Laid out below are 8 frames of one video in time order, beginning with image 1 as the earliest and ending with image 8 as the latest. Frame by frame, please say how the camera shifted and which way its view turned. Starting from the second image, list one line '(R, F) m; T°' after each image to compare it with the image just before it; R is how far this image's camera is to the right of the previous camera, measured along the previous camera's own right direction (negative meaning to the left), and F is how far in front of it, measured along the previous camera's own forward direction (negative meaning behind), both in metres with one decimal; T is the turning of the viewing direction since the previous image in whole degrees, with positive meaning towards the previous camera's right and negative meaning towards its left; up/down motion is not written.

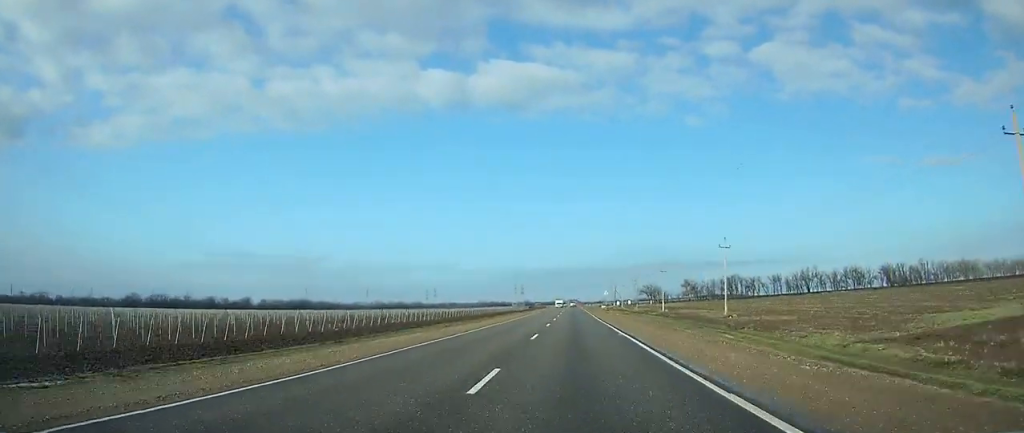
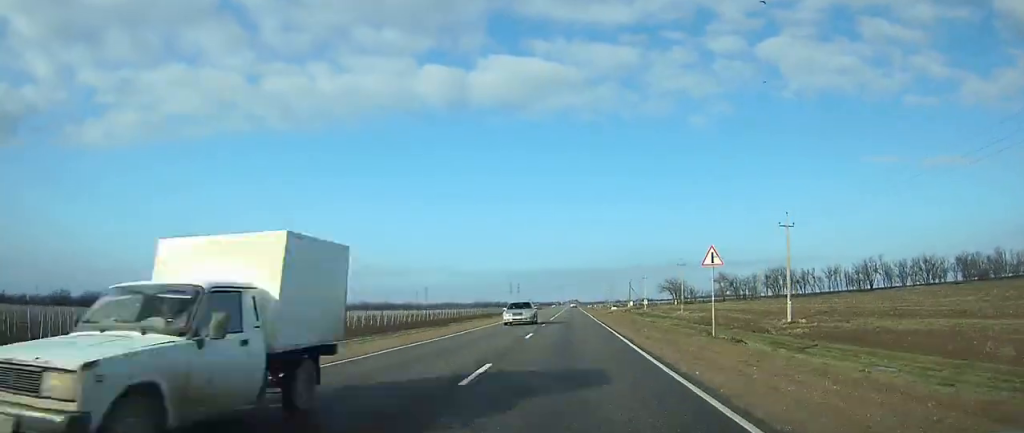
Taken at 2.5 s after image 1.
(-0.1, +71.4) m; 0°
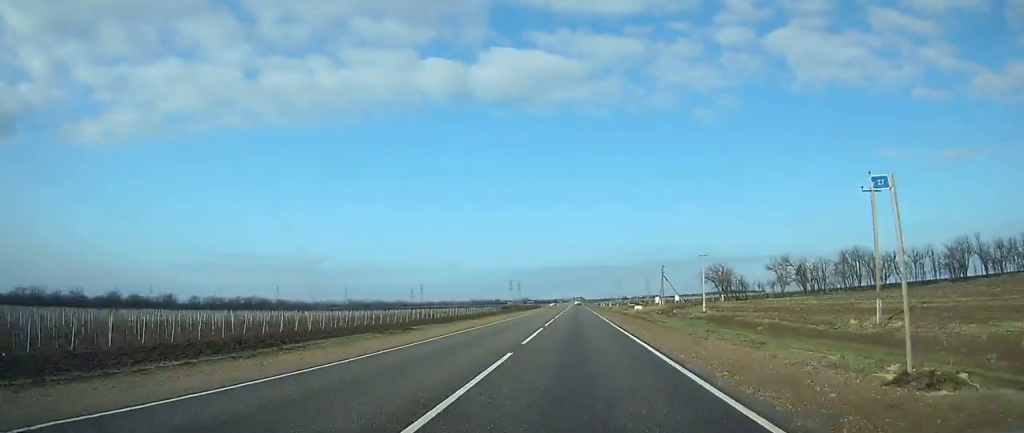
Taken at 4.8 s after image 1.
(-0.2, +63.9) m; 0°
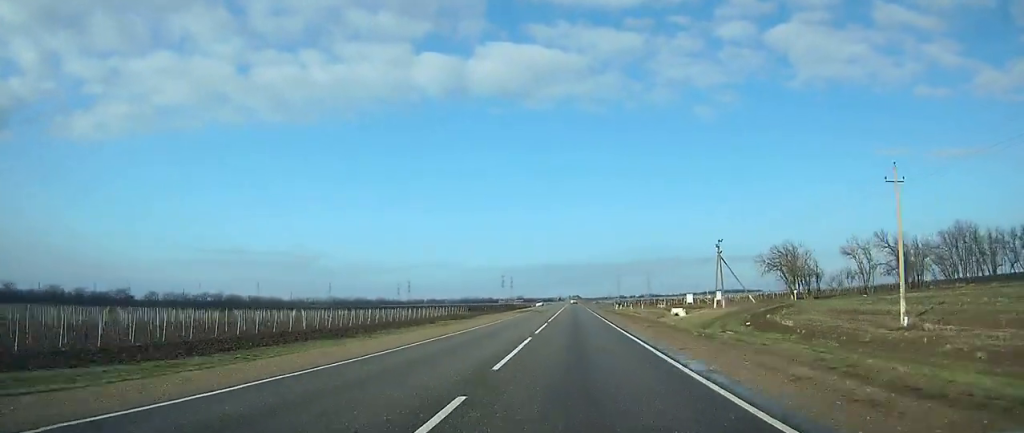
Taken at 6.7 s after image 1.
(+0.1, +54.4) m; 0°
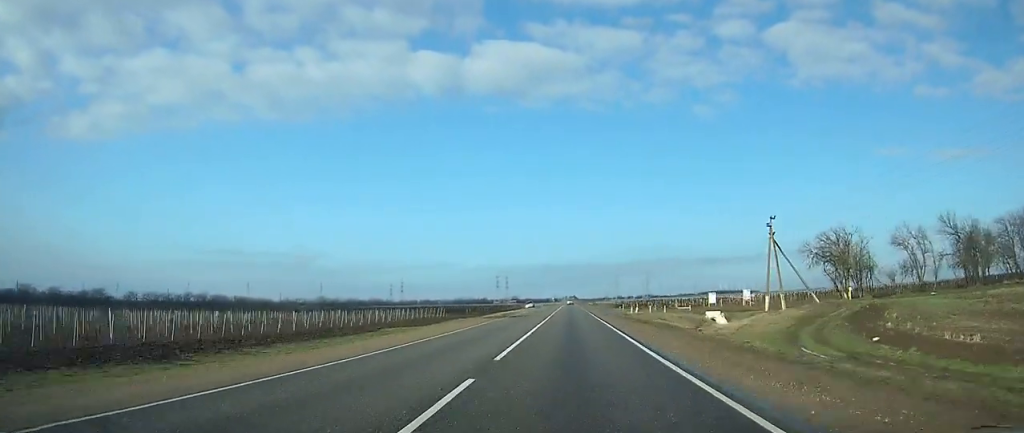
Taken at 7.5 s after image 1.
(+0.1, +22.5) m; 0°
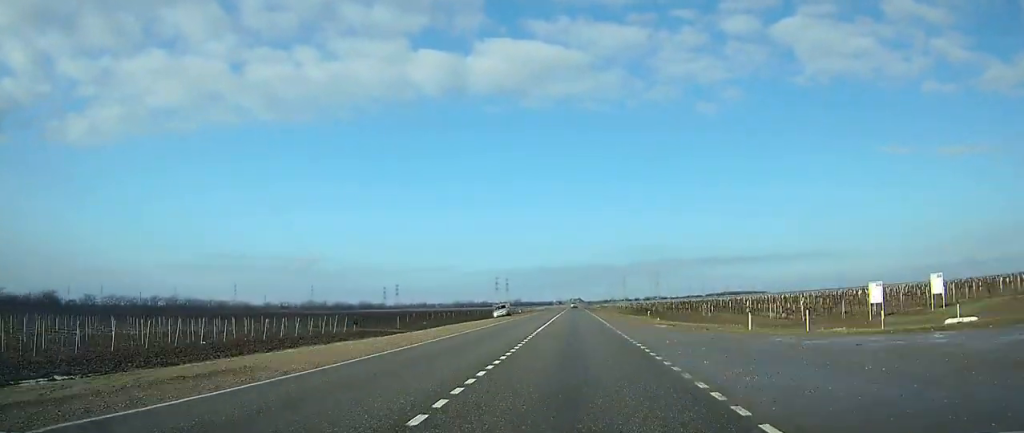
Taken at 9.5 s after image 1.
(0.0, +54.2) m; 0°
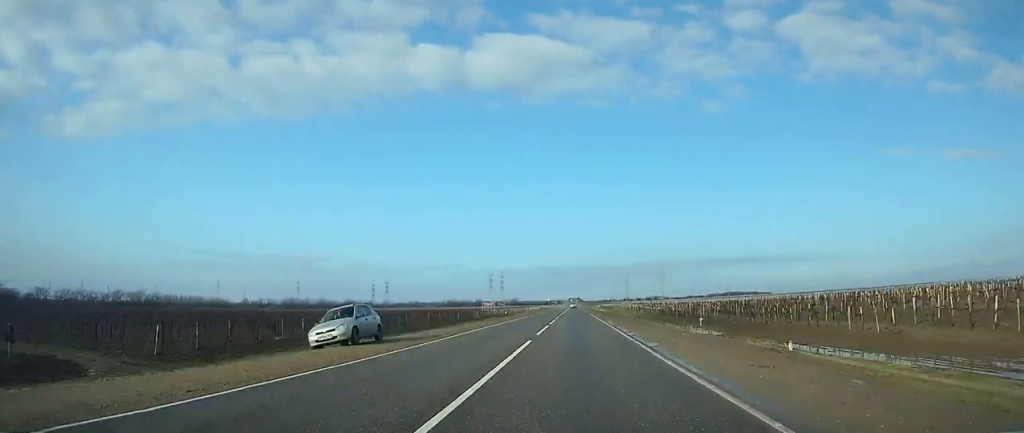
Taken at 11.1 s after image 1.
(0.0, +46.7) m; 0°
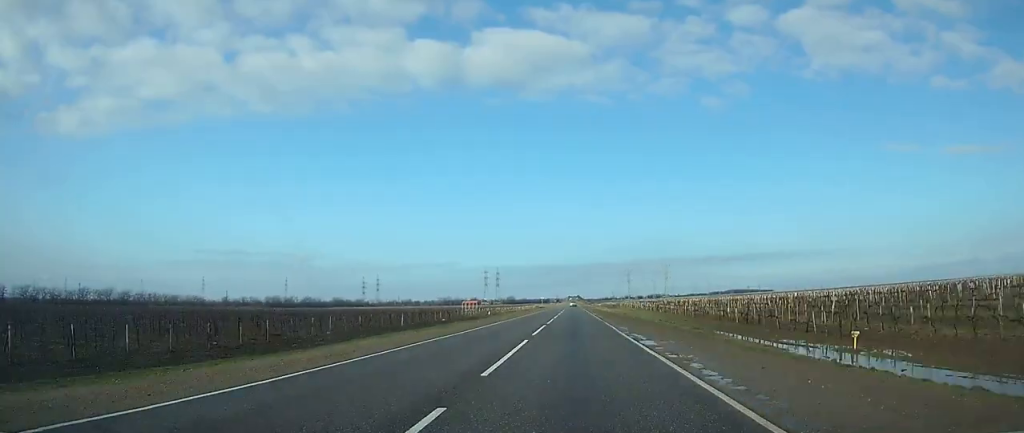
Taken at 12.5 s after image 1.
(-0.1, +37.4) m; 0°
